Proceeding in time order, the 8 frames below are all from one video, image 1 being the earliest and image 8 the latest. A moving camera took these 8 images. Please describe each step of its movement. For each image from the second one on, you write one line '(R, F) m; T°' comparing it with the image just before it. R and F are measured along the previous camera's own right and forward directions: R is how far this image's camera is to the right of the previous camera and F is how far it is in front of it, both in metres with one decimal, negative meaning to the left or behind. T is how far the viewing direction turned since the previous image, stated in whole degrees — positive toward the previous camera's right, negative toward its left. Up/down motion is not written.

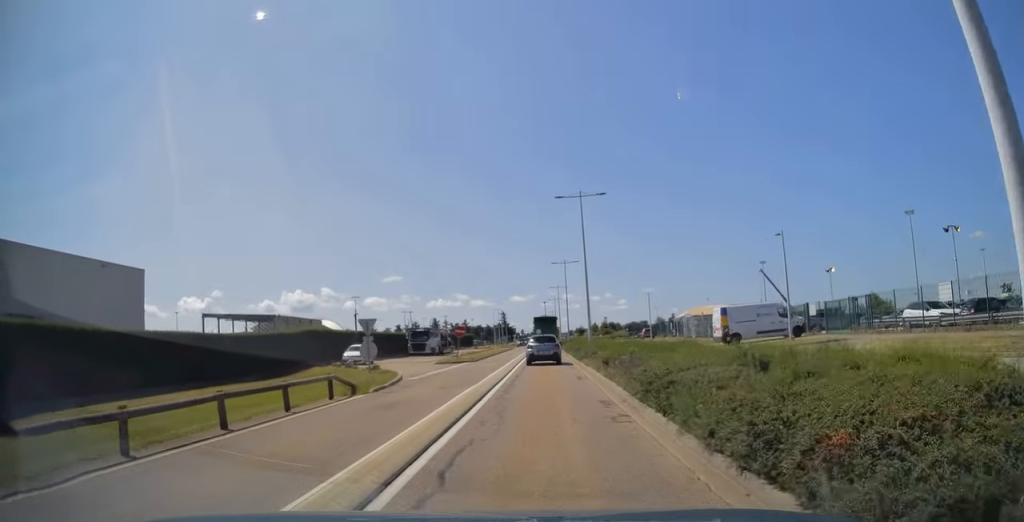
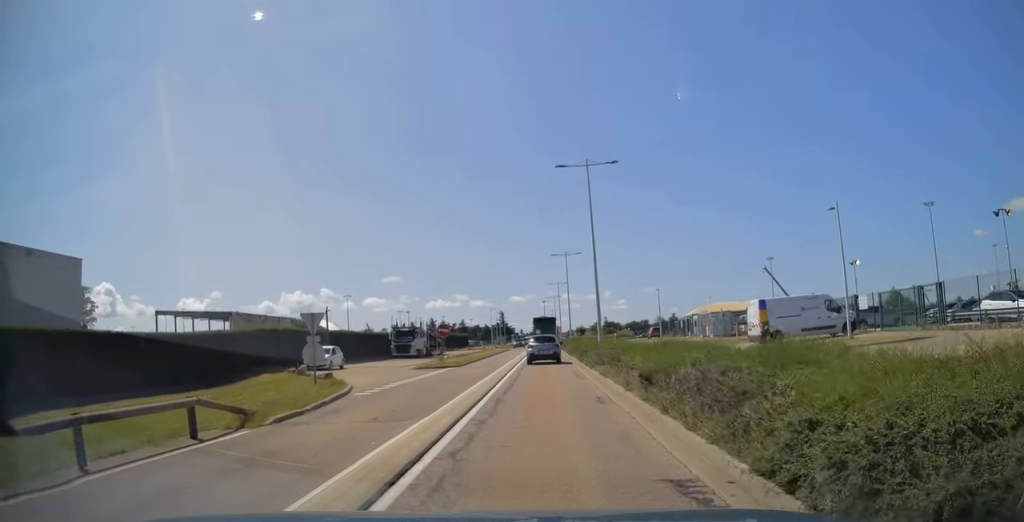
(+0.1, +7.1) m; 0°
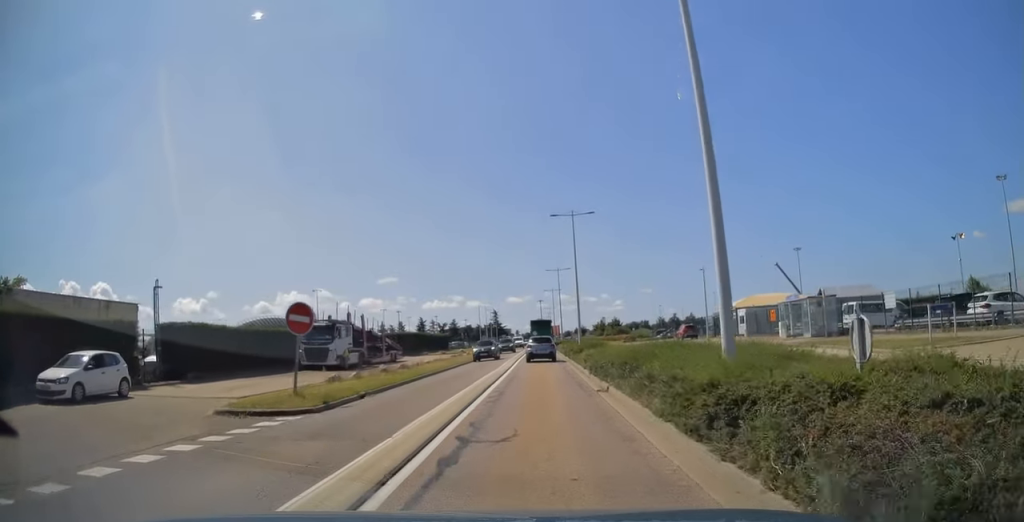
(0.0, +21.8) m; 0°
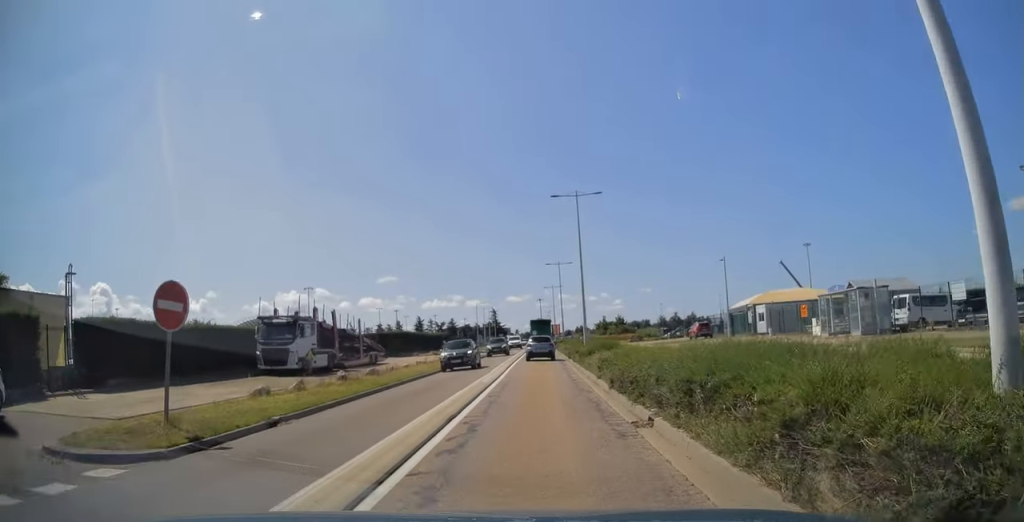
(0.0, +6.0) m; 0°
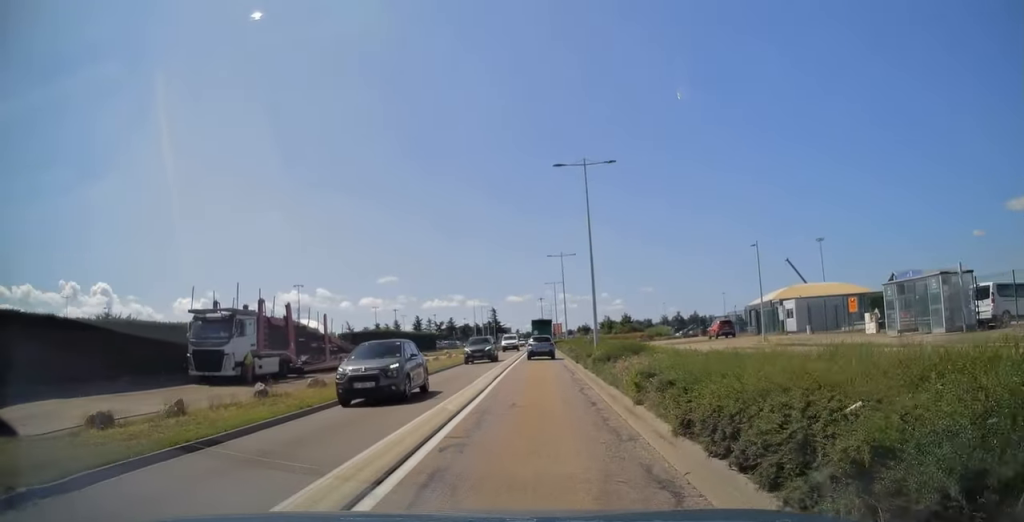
(0.0, +6.9) m; 0°
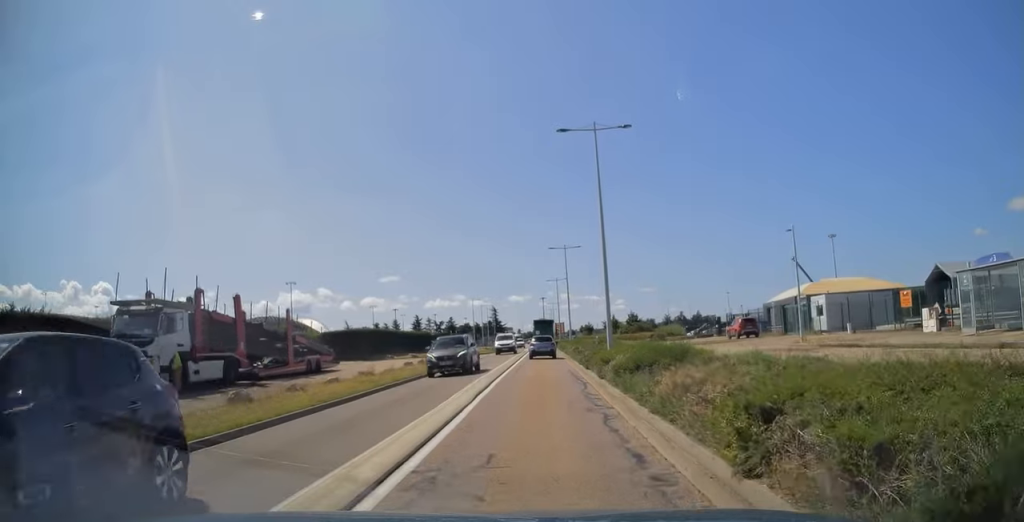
(0.0, +5.5) m; 0°
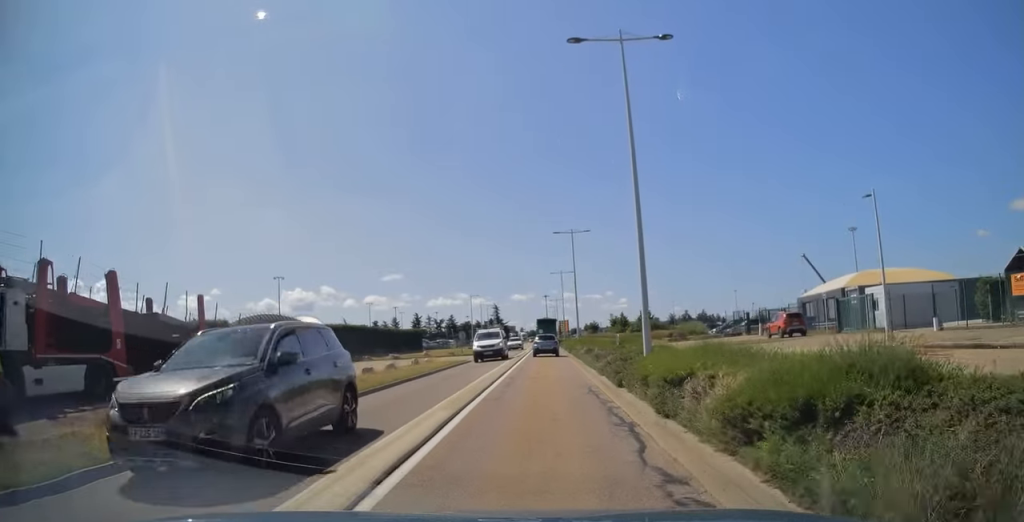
(0.0, +8.4) m; 0°
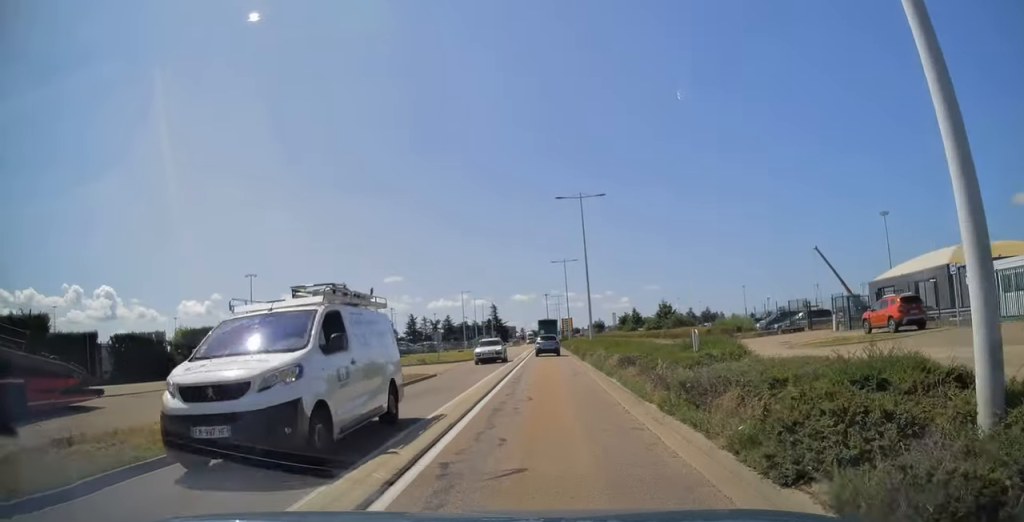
(0.0, +13.4) m; 0°
